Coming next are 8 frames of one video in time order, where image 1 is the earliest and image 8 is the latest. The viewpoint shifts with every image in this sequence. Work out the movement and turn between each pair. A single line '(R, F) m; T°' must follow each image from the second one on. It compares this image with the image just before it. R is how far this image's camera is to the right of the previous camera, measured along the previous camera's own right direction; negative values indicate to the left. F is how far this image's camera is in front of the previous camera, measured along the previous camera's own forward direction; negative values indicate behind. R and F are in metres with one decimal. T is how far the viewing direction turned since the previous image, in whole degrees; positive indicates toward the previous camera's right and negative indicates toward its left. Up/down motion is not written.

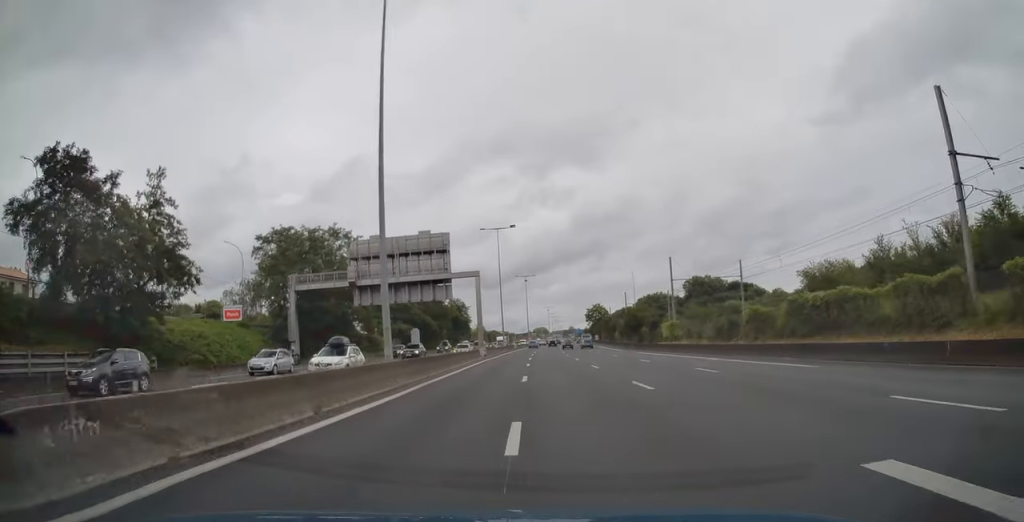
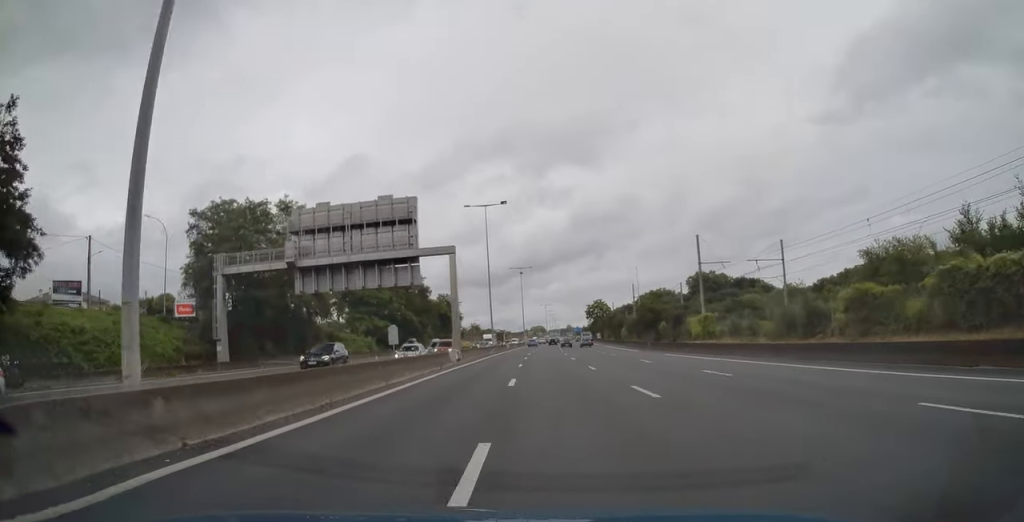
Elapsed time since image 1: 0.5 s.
(+0.1, +15.1) m; 0°
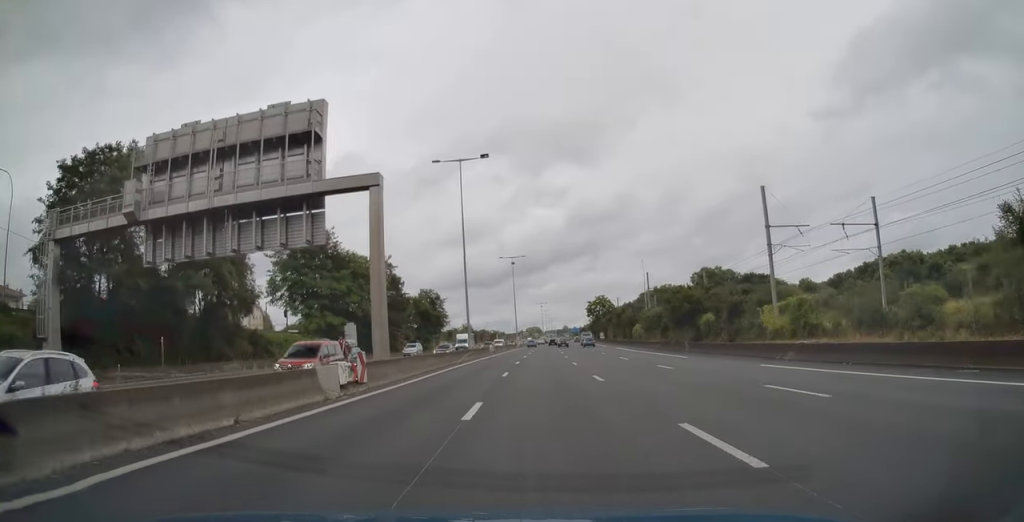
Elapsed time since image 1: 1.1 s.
(+0.1, +20.3) m; 0°
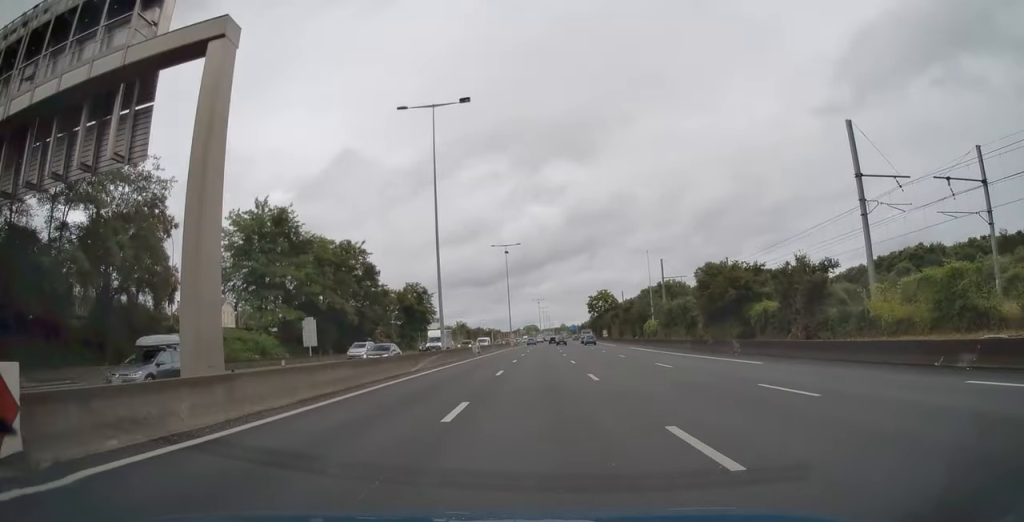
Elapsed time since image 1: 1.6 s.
(0.0, +13.5) m; 0°
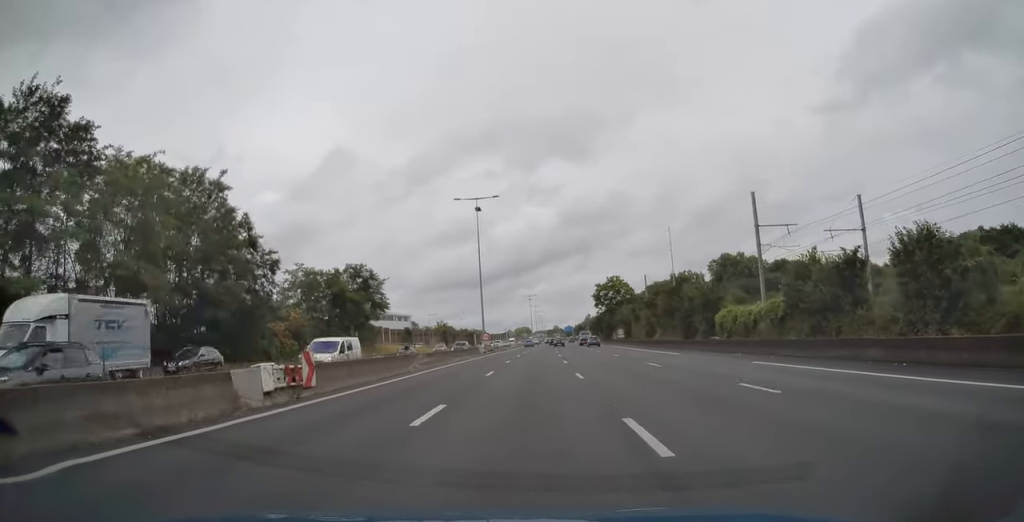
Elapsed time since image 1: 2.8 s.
(+0.2, +38.8) m; +1°
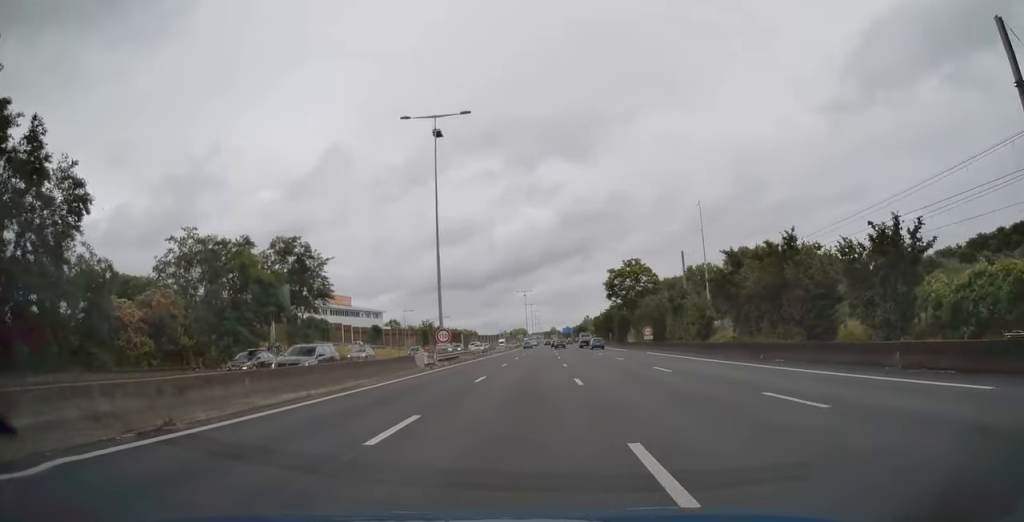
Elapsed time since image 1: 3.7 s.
(+0.3, +27.9) m; +1°
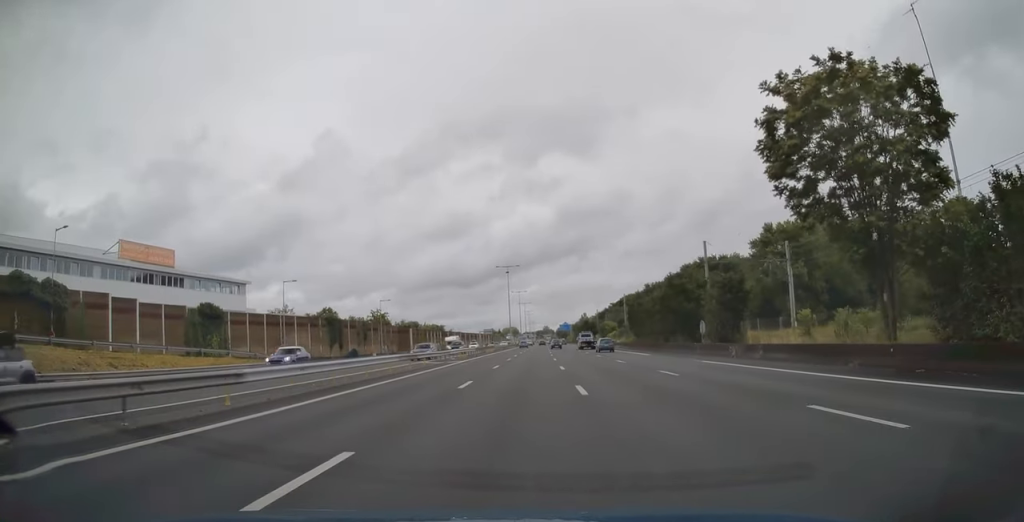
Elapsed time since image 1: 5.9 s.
(+0.3, +68.1) m; +1°
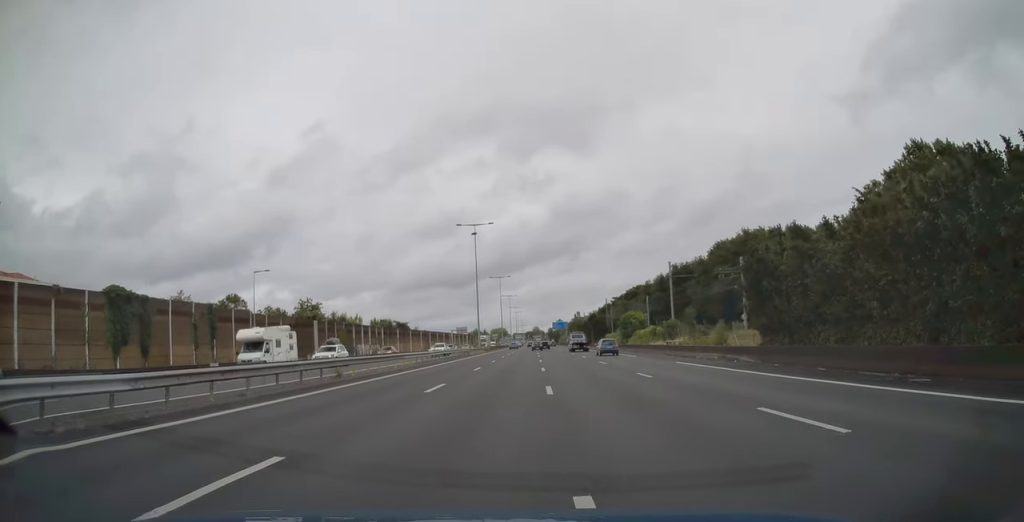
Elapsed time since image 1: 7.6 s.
(+0.2, +51.7) m; 0°
